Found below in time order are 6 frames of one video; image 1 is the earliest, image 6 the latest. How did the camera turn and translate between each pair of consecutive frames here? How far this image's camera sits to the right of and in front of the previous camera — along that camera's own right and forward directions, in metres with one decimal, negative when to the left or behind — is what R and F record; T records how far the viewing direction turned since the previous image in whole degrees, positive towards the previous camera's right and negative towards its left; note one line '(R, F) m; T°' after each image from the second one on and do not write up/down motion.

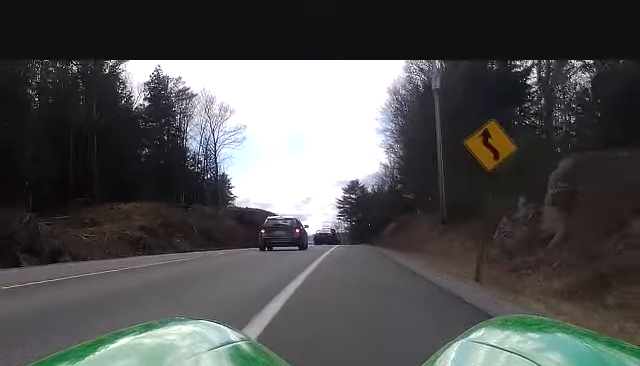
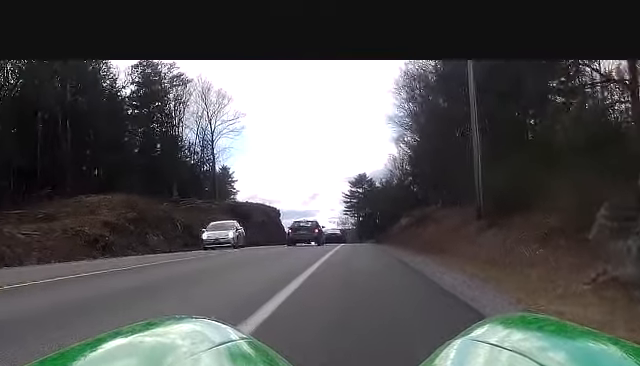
(0.0, +11.4) m; 0°
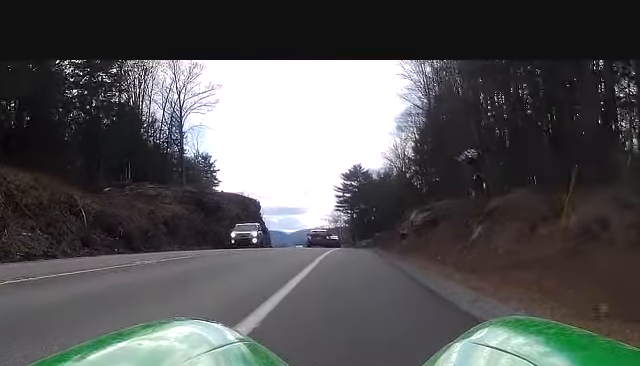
(-0.1, +25.7) m; -1°
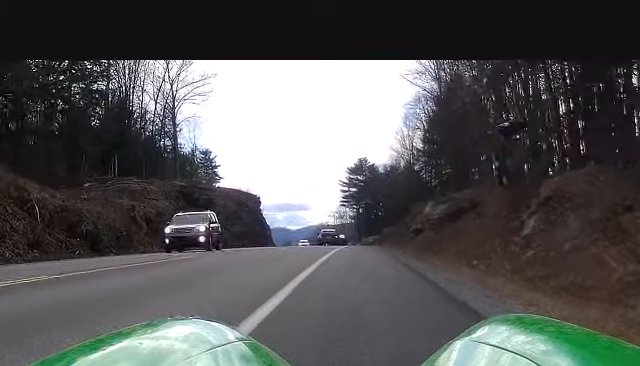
(-0.1, +8.6) m; -1°
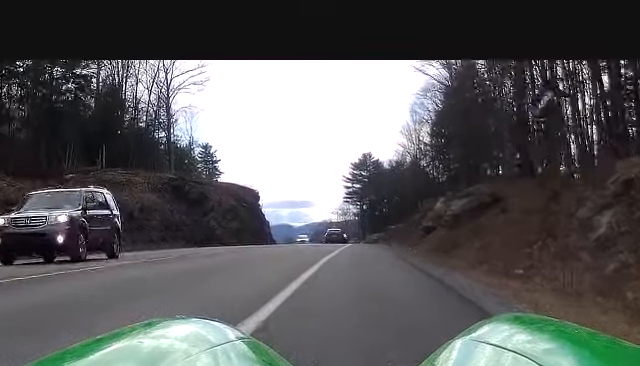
(0.0, +6.7) m; 0°
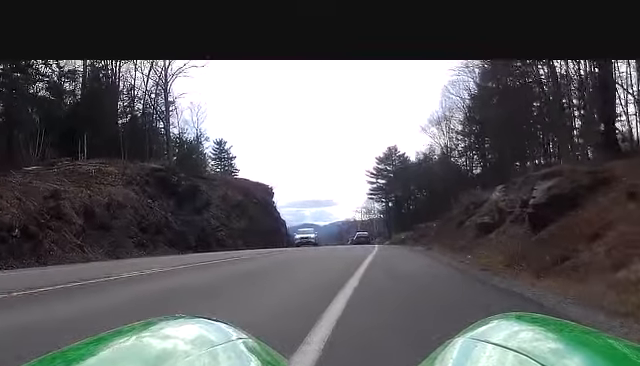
(0.0, +14.6) m; 0°
